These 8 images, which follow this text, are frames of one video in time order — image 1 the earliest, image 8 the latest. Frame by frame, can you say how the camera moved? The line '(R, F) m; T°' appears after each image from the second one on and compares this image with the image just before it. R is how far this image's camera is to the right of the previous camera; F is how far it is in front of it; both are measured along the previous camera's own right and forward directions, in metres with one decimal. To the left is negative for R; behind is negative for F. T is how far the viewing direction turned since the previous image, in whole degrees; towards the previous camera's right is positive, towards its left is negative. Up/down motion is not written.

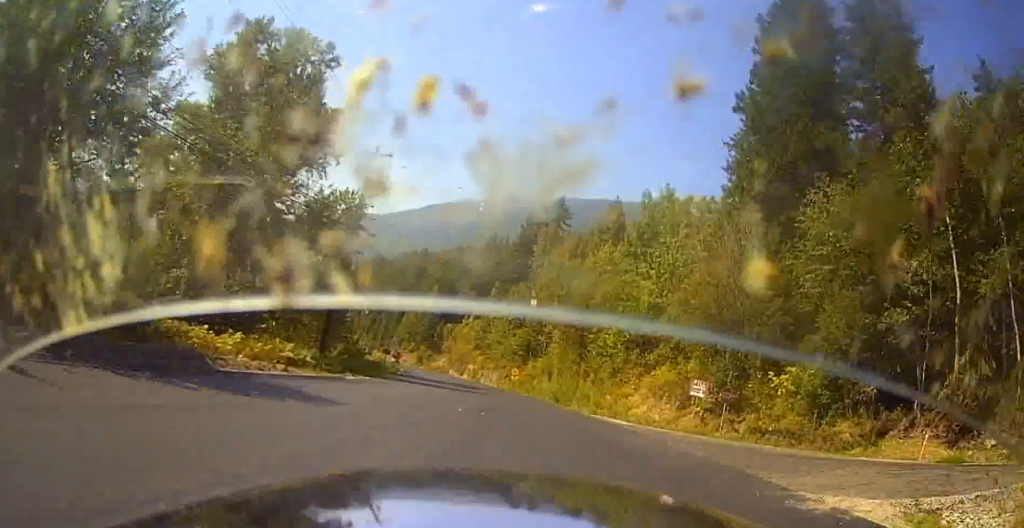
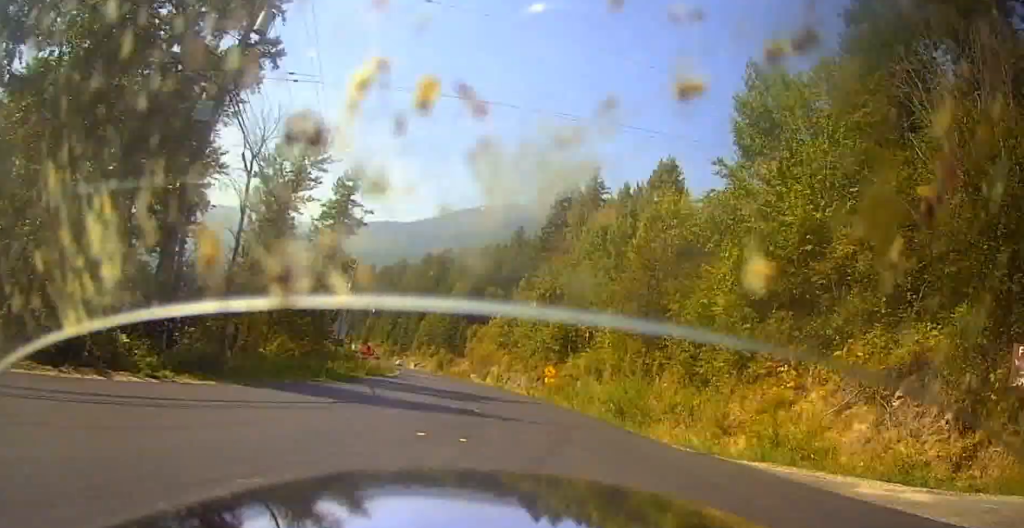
(-0.3, +20.2) m; -3°
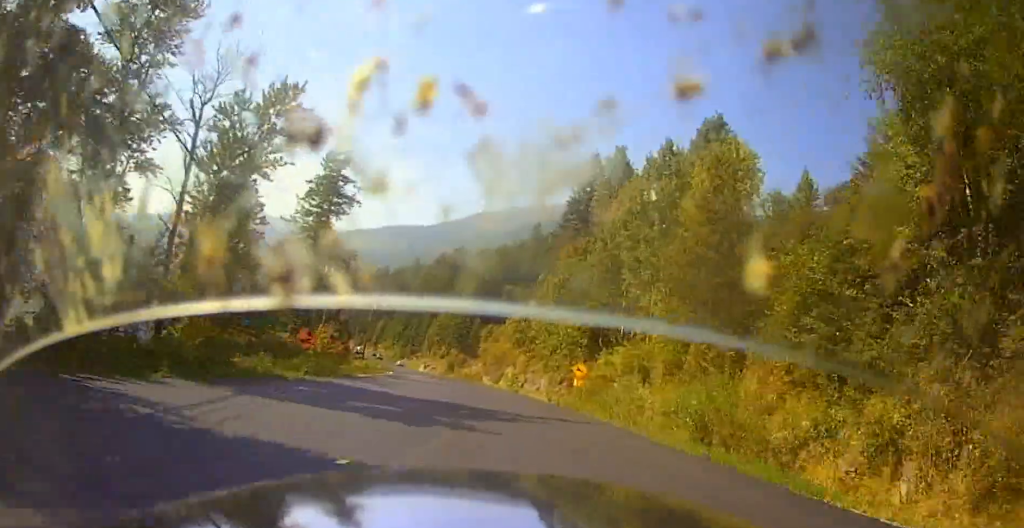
(-0.1, +12.7) m; -3°
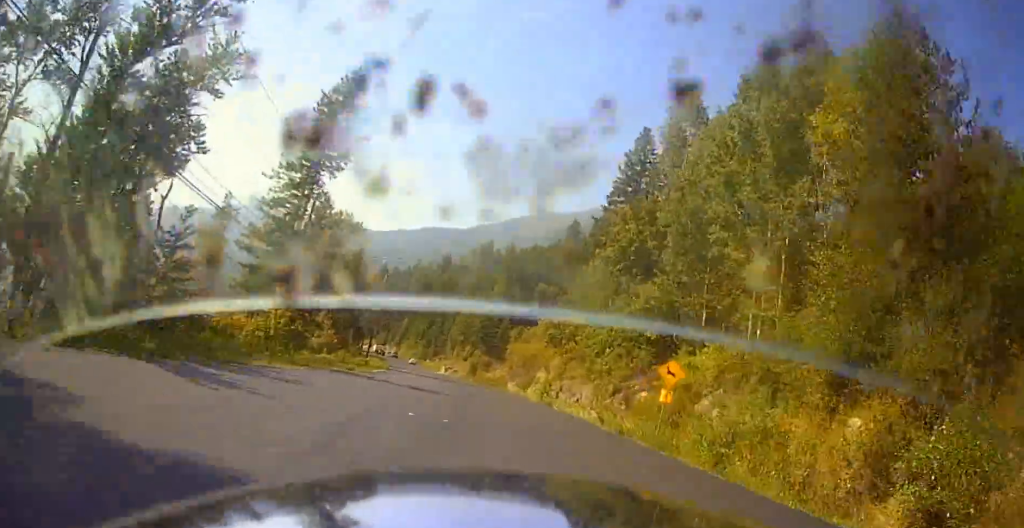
(-0.7, +18.3) m; -2°
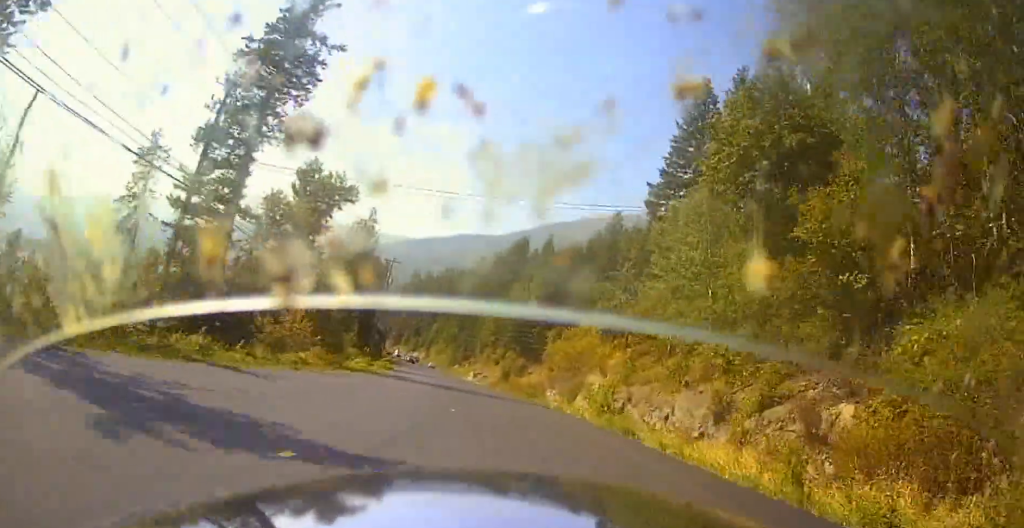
(-0.1, +18.7) m; -1°
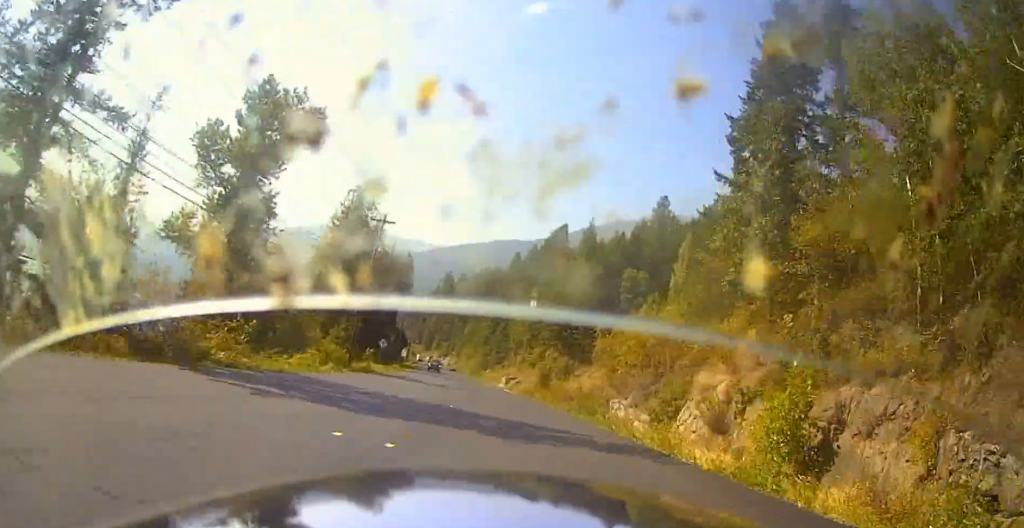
(-0.5, +21.1) m; -5°
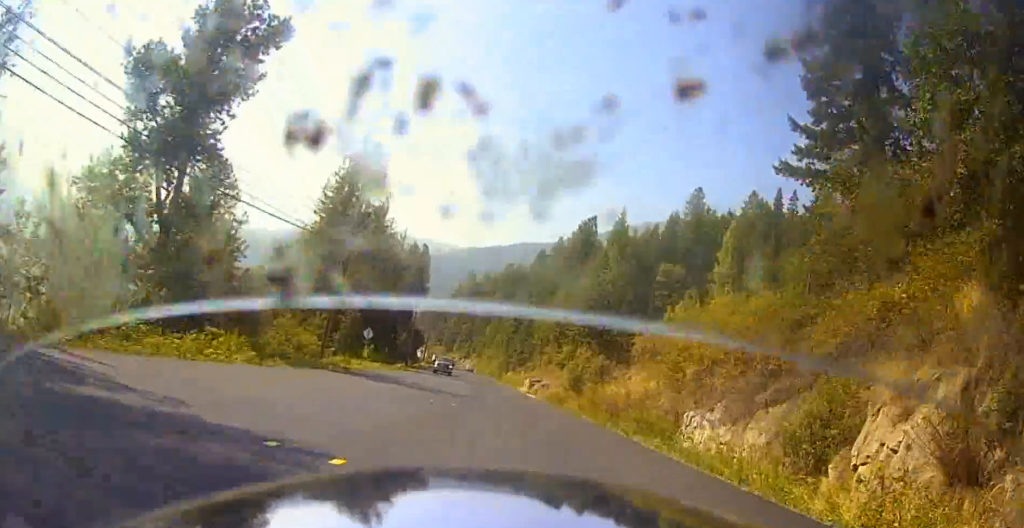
(-0.7, +13.4) m; -2°
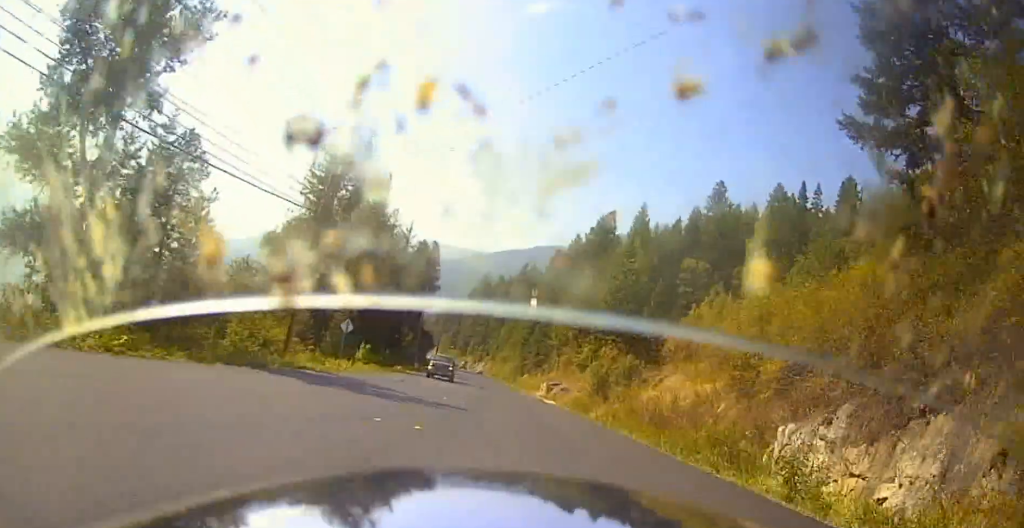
(-0.2, +8.3) m; -1°
